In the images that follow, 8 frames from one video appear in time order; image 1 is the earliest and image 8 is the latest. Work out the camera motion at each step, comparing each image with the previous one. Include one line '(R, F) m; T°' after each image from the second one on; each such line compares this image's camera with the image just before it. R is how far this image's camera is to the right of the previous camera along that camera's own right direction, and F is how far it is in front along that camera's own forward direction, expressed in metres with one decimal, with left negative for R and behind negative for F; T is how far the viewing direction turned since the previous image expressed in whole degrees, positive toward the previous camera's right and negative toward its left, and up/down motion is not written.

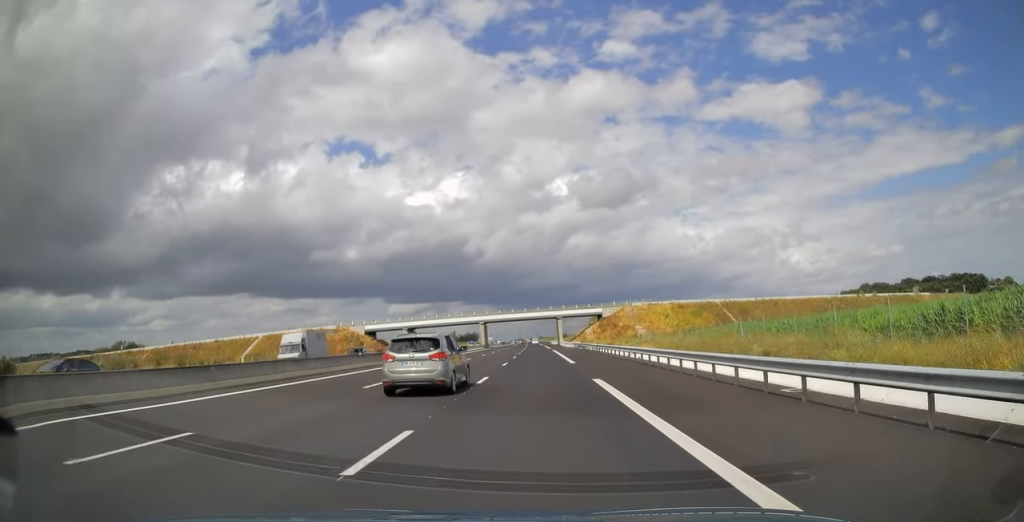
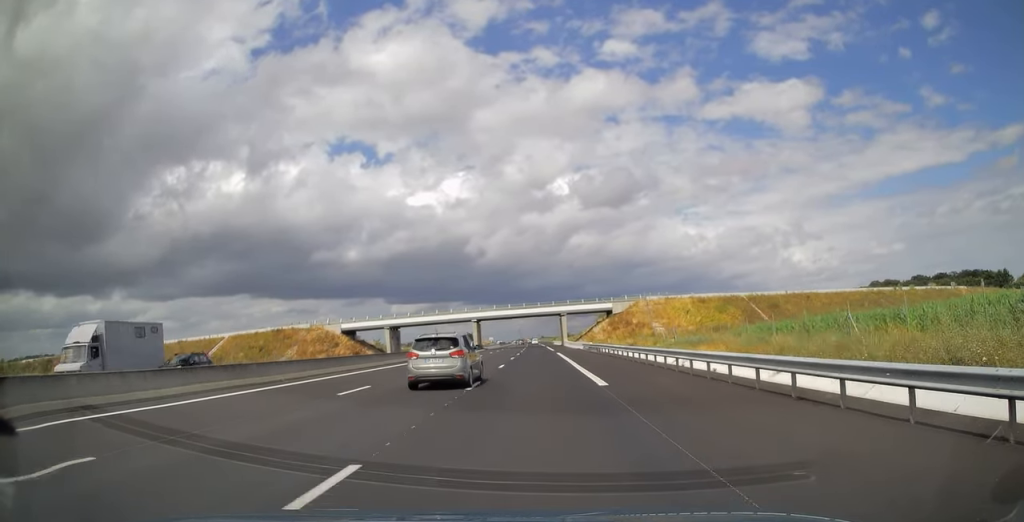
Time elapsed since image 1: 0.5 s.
(-0.1, +15.6) m; 0°
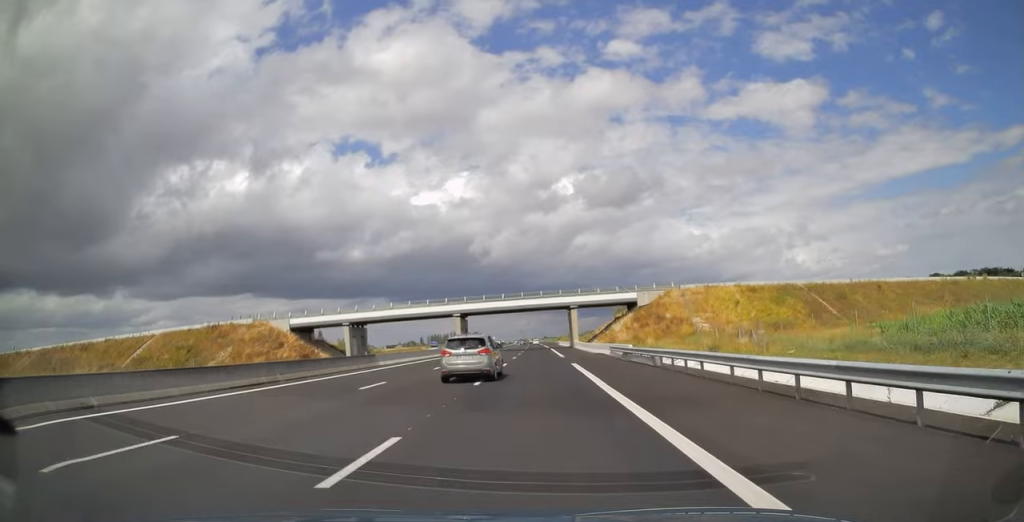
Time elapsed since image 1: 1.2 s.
(-0.1, +24.2) m; 0°
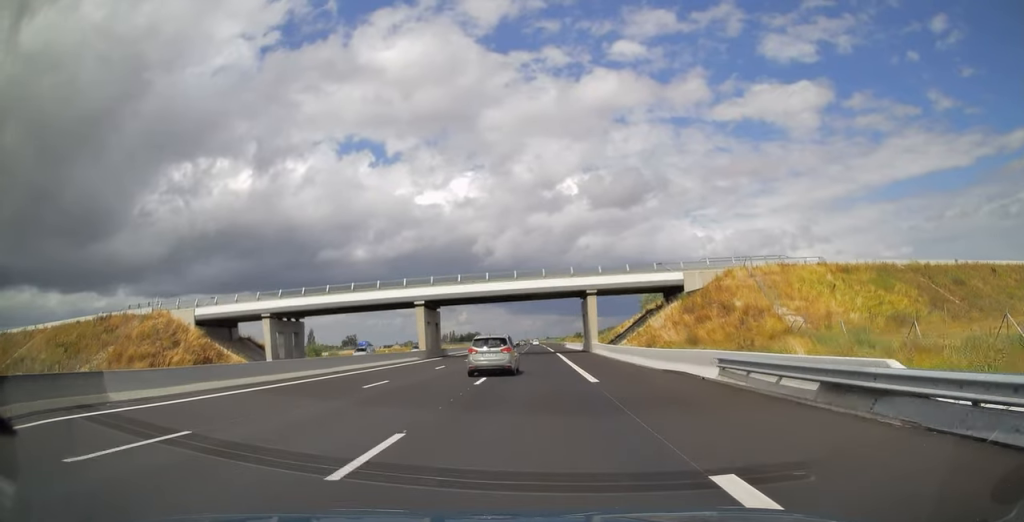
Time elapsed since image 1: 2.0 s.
(+0.1, +25.8) m; 0°
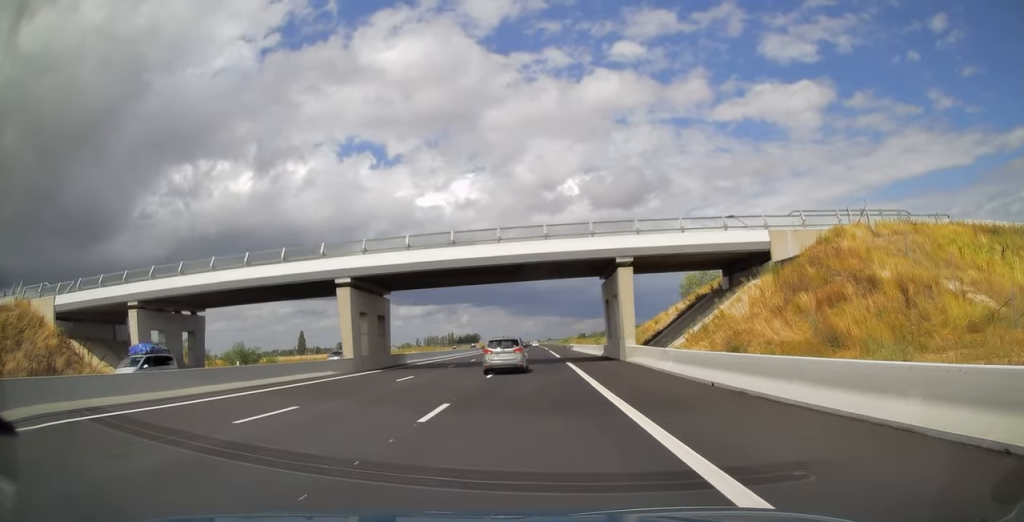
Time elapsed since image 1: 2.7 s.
(-0.1, +21.6) m; 0°
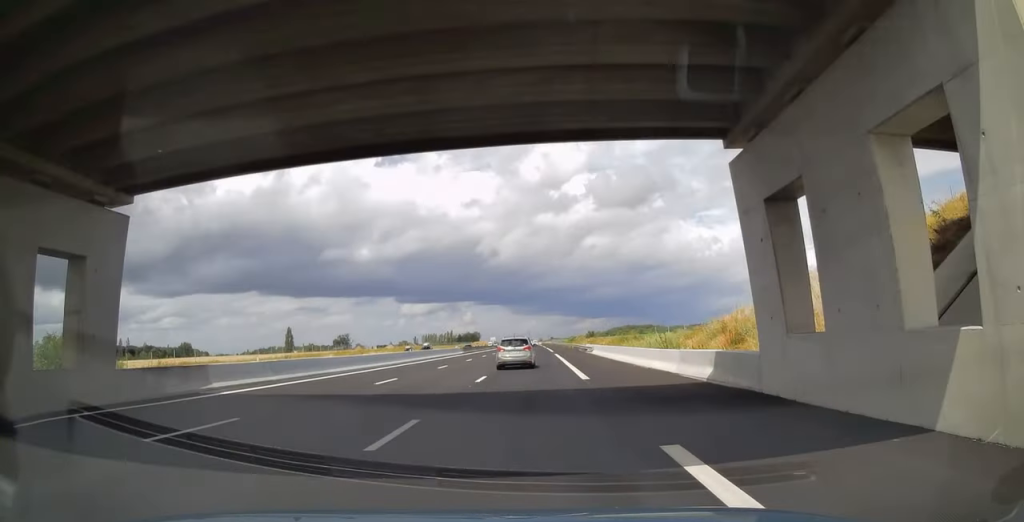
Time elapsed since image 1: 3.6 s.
(-0.1, +29.1) m; 0°
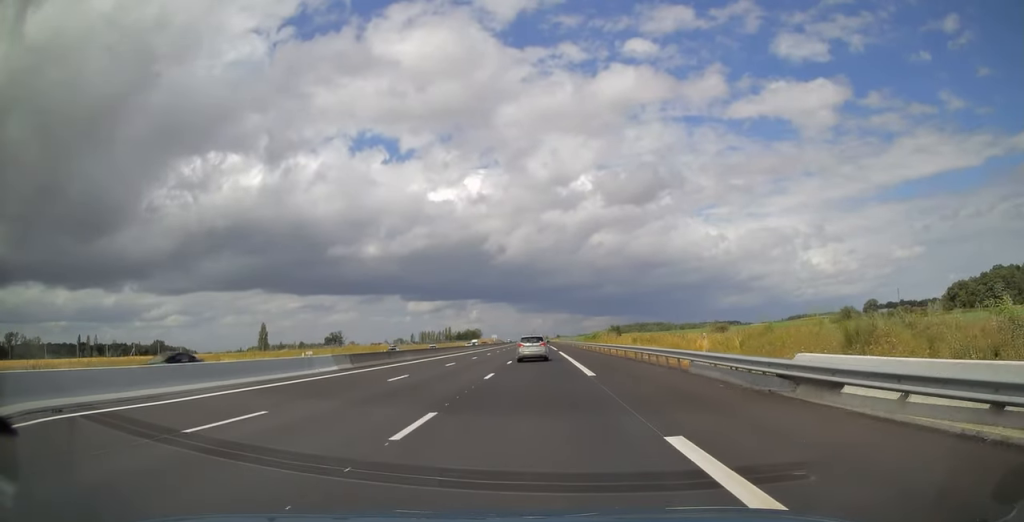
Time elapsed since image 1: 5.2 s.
(-0.2, +51.7) m; -1°
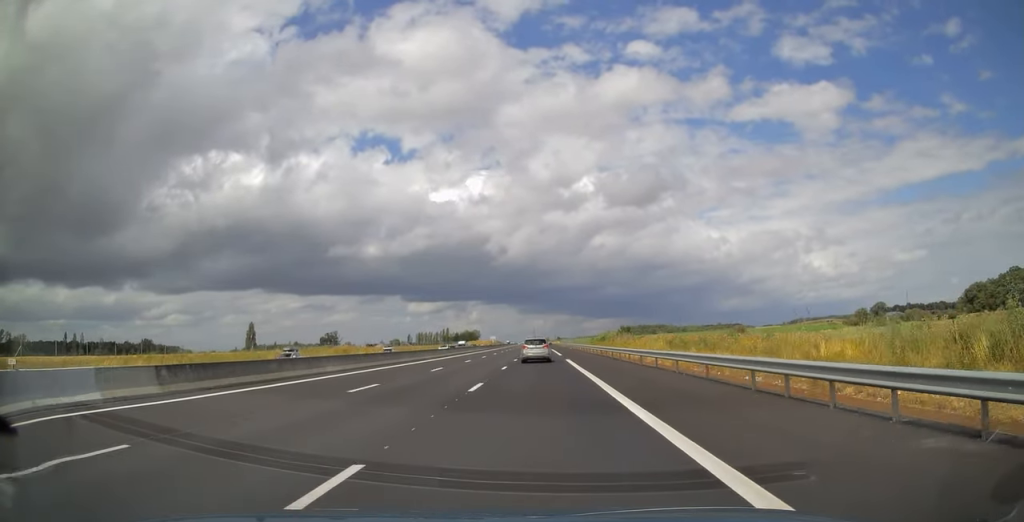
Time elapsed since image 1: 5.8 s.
(-0.1, +17.8) m; 0°
